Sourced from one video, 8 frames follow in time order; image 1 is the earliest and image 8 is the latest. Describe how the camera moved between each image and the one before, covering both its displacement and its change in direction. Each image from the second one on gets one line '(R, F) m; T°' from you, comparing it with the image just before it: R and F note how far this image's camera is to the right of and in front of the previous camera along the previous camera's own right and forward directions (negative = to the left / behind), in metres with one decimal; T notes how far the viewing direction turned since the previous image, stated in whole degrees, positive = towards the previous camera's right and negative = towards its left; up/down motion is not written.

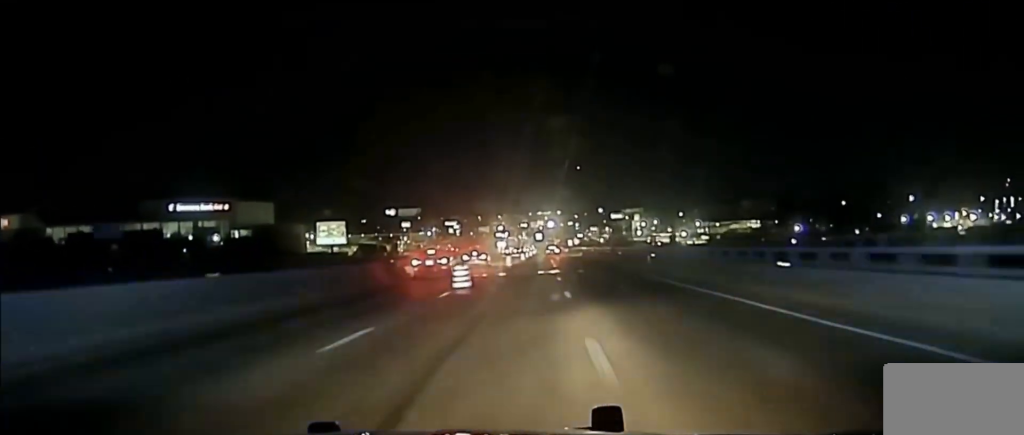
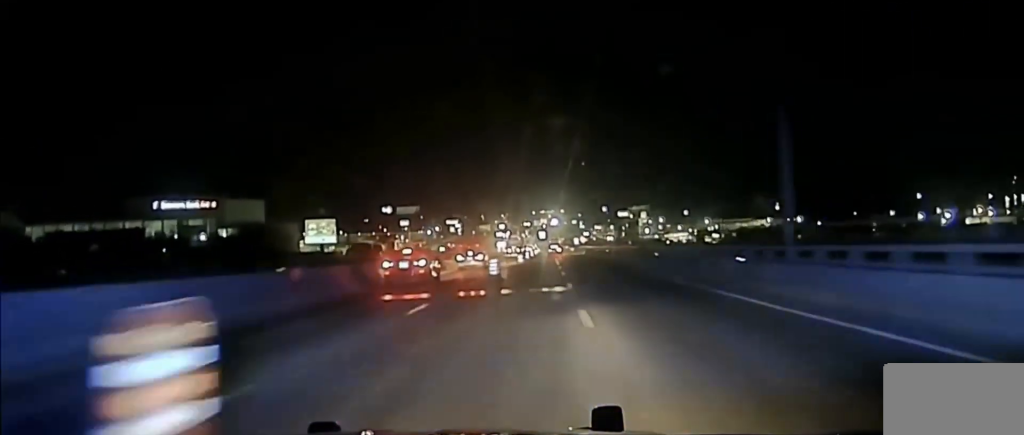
(0.0, +21.0) m; 0°
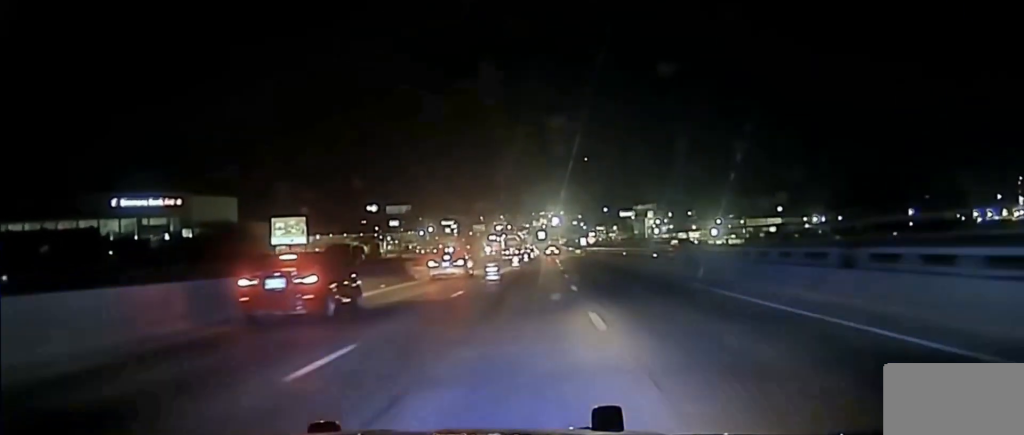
(-0.2, +41.2) m; 0°
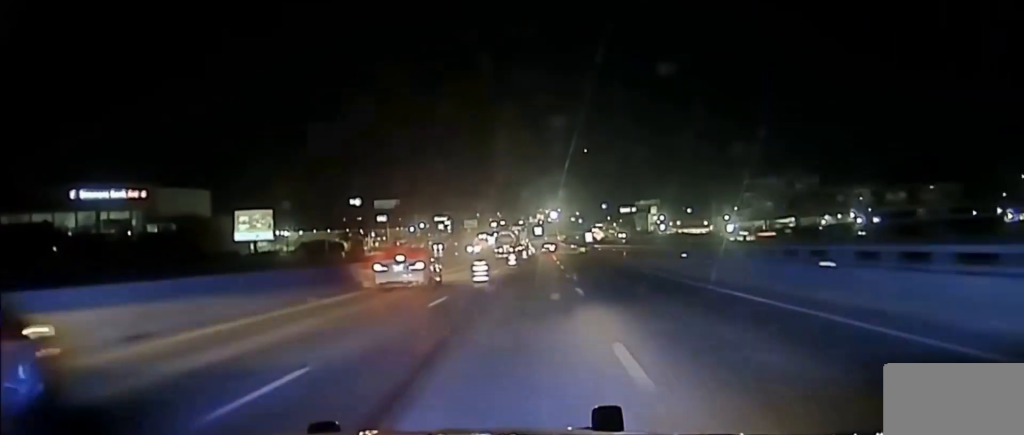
(+0.1, +27.9) m; 0°
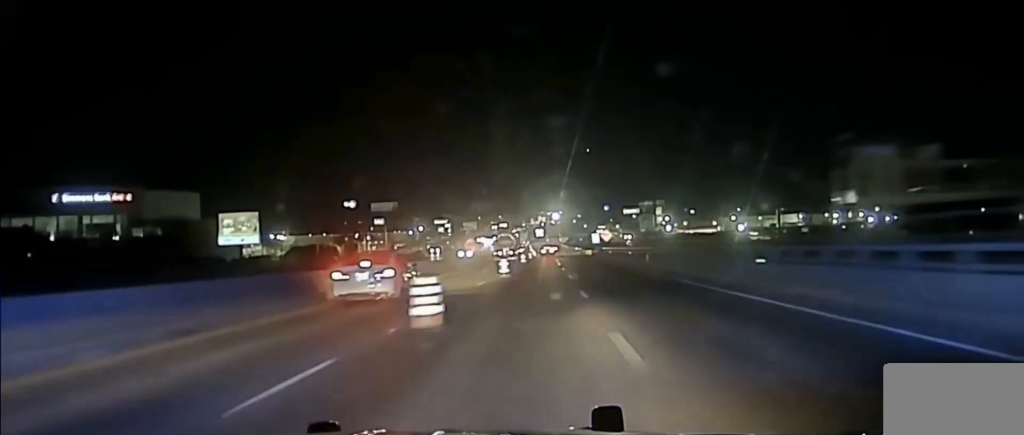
(+0.1, +12.2) m; 0°
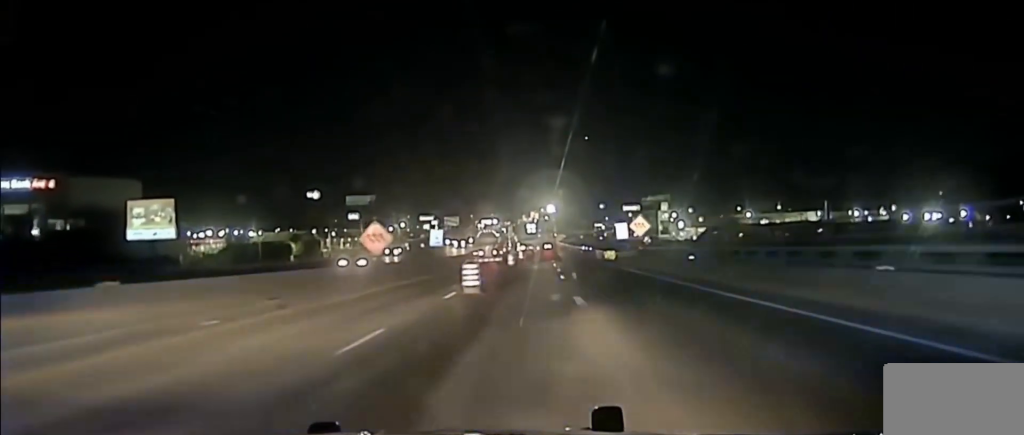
(-0.5, +47.1) m; 0°
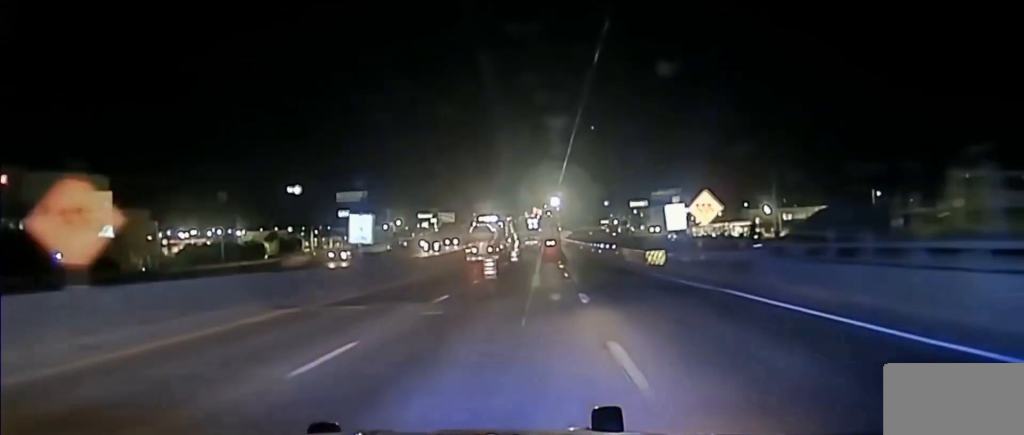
(+0.3, +28.9) m; 0°
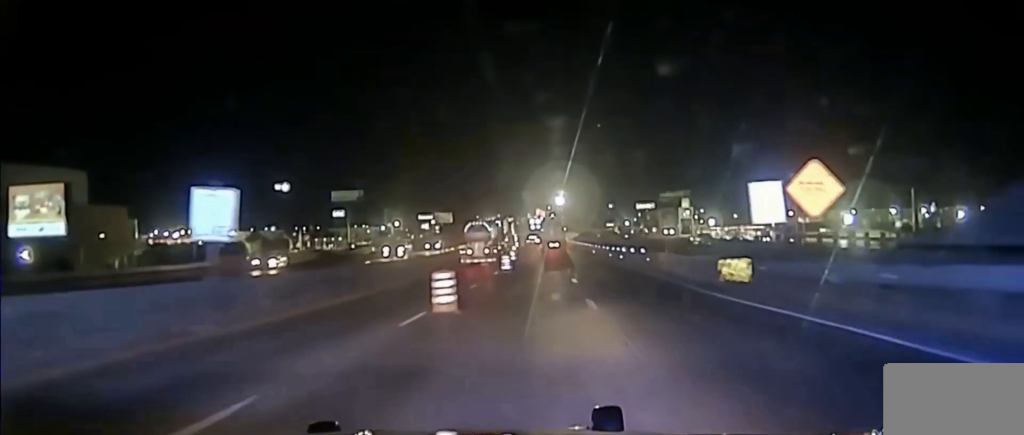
(0.0, +17.5) m; 0°
